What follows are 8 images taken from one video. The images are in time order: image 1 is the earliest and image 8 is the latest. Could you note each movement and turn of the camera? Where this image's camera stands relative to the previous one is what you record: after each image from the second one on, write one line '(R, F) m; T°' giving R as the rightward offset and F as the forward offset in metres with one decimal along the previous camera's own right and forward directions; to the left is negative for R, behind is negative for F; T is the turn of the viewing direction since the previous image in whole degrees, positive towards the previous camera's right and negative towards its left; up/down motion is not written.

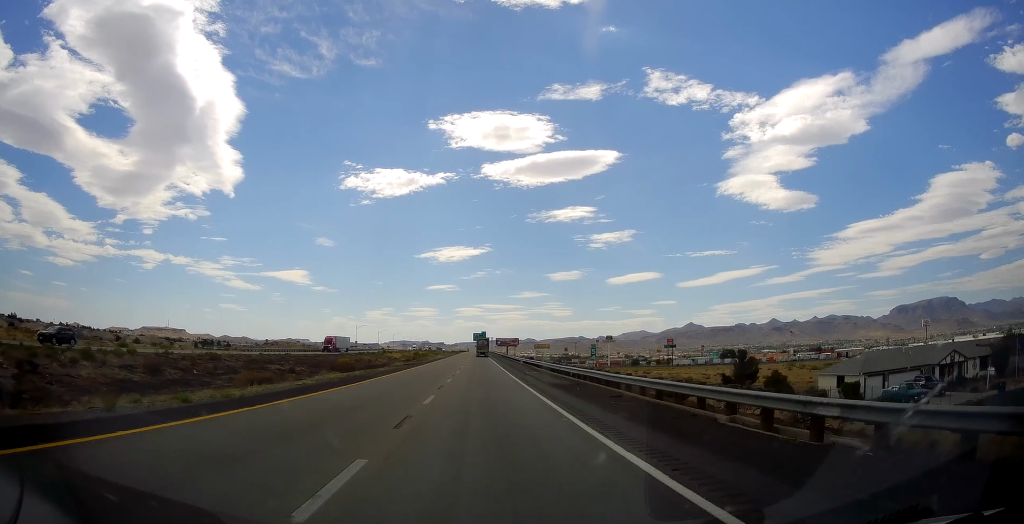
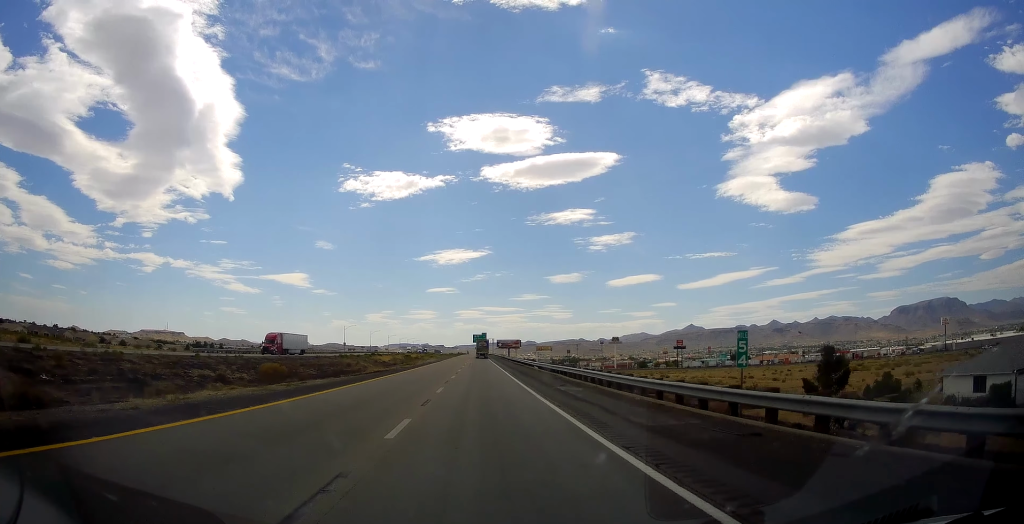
(+0.1, +19.1) m; 0°
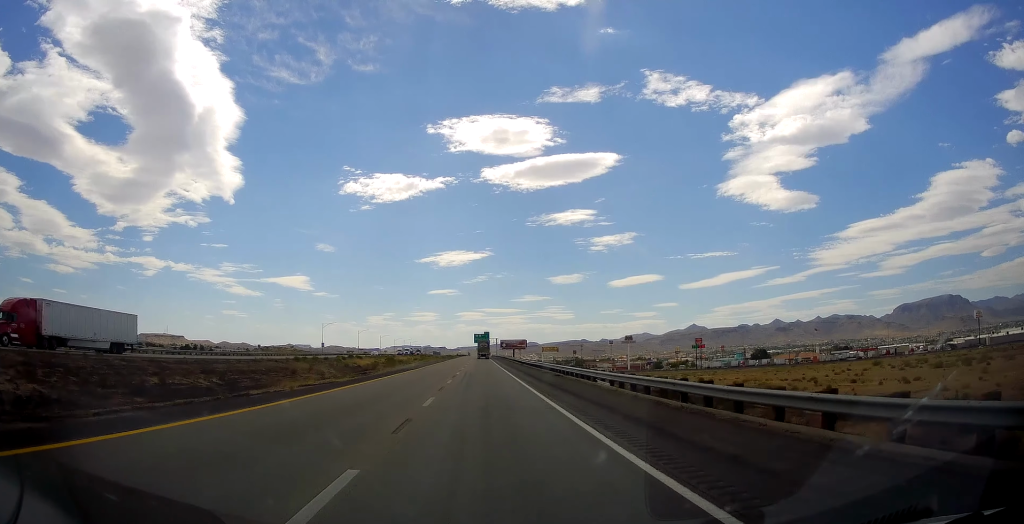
(-0.2, +30.3) m; 0°
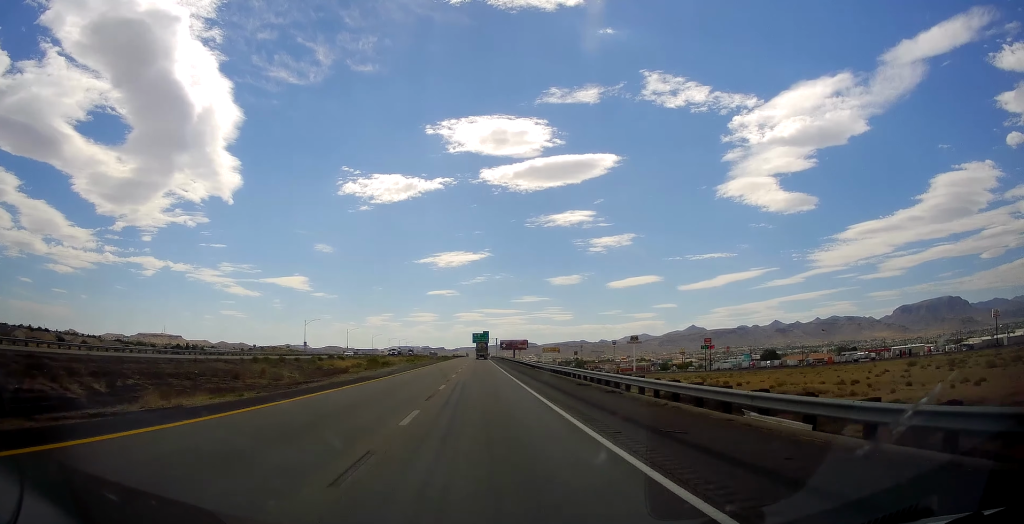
(+0.3, +16.5) m; 0°
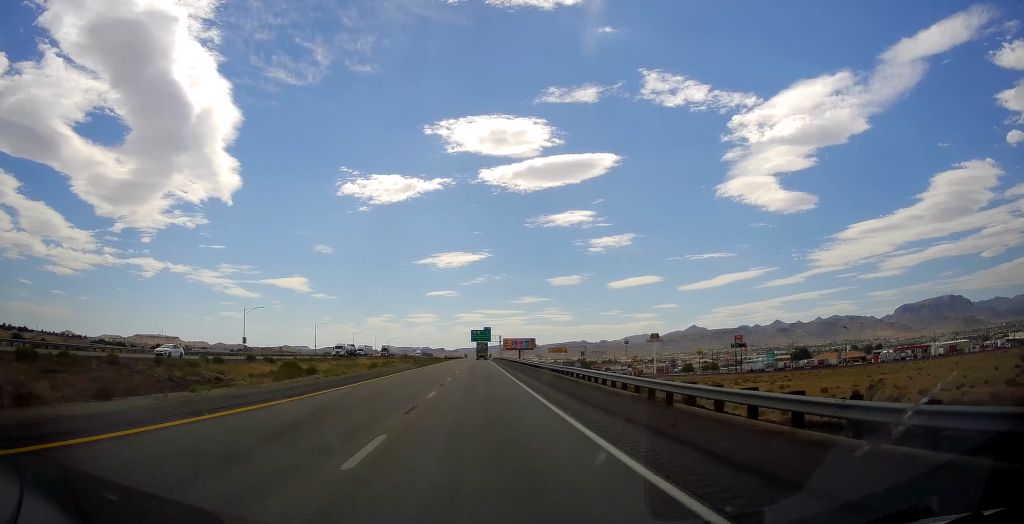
(-0.9, +41.7) m; 0°
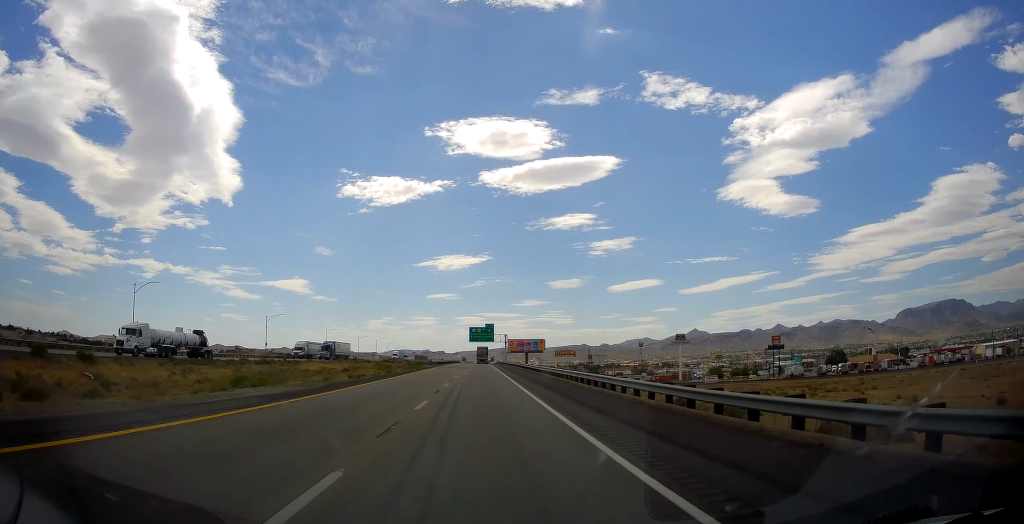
(+0.7, +39.8) m; +1°
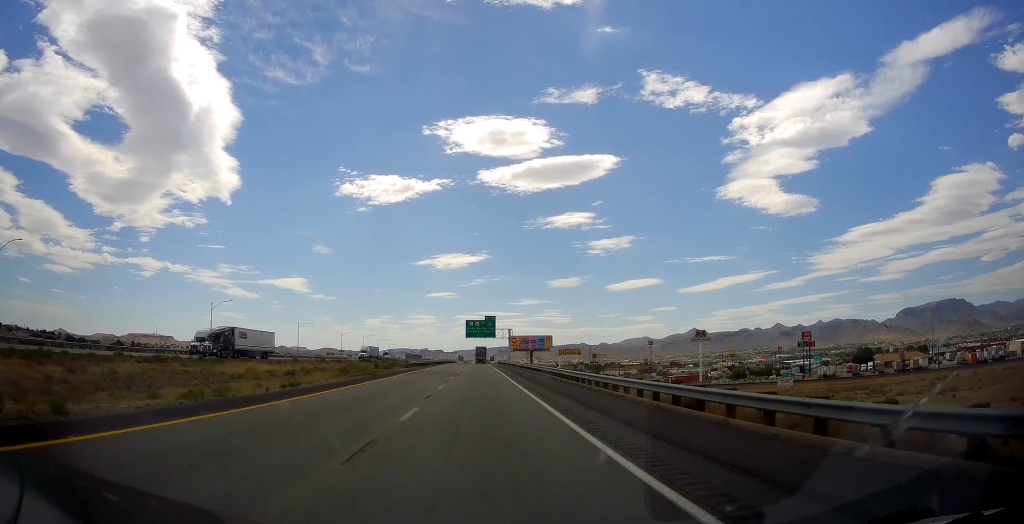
(-0.1, +26.8) m; -1°
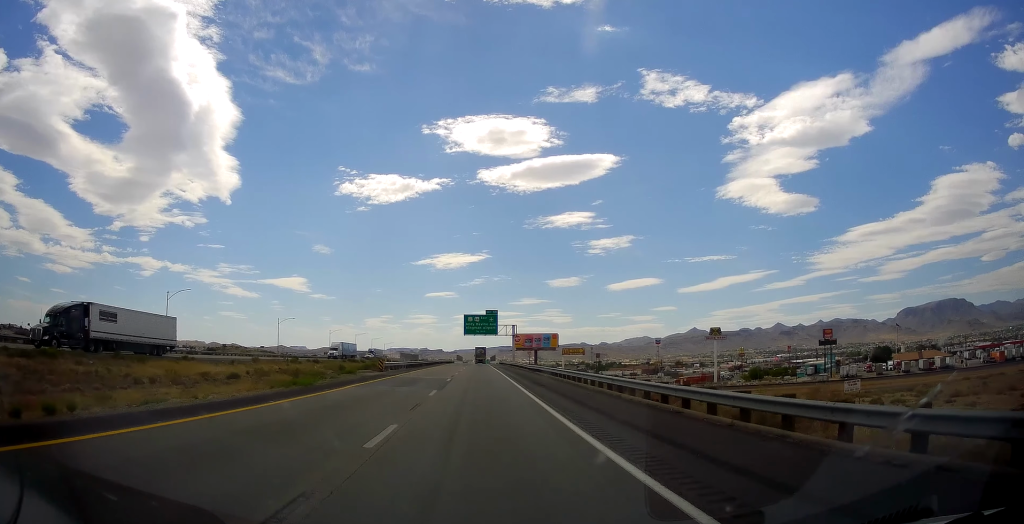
(-0.3, +15.7) m; -1°
